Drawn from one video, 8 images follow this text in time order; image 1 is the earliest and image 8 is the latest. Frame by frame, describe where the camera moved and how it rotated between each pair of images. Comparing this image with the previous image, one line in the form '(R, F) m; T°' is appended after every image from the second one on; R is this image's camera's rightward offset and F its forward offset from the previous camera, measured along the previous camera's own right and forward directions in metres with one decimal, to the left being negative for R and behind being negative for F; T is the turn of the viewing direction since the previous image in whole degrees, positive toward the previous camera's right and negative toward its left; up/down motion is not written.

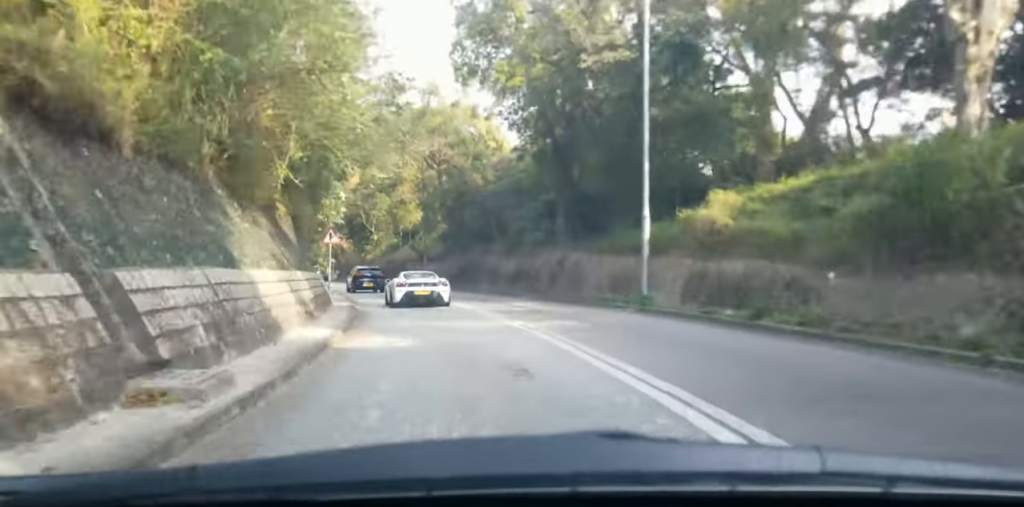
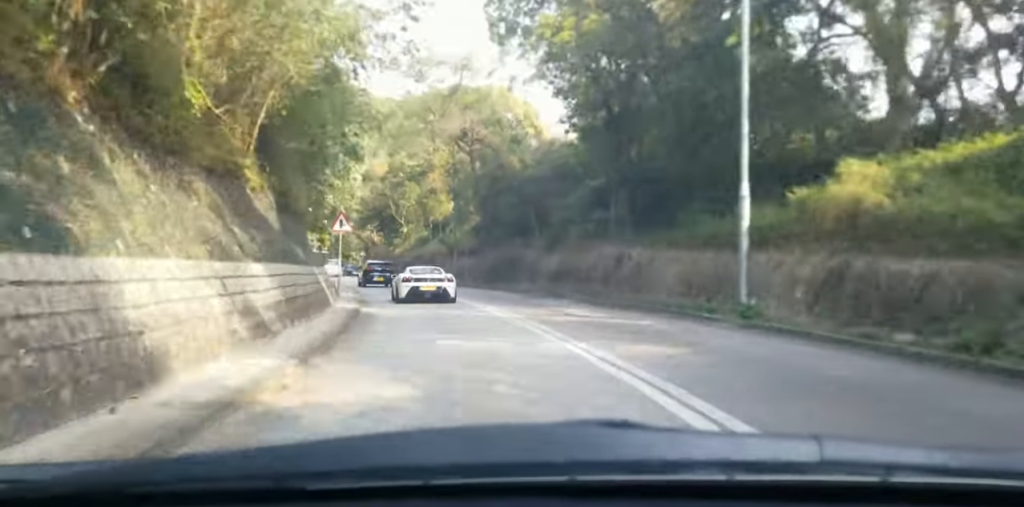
(0.0, +5.8) m; 0°
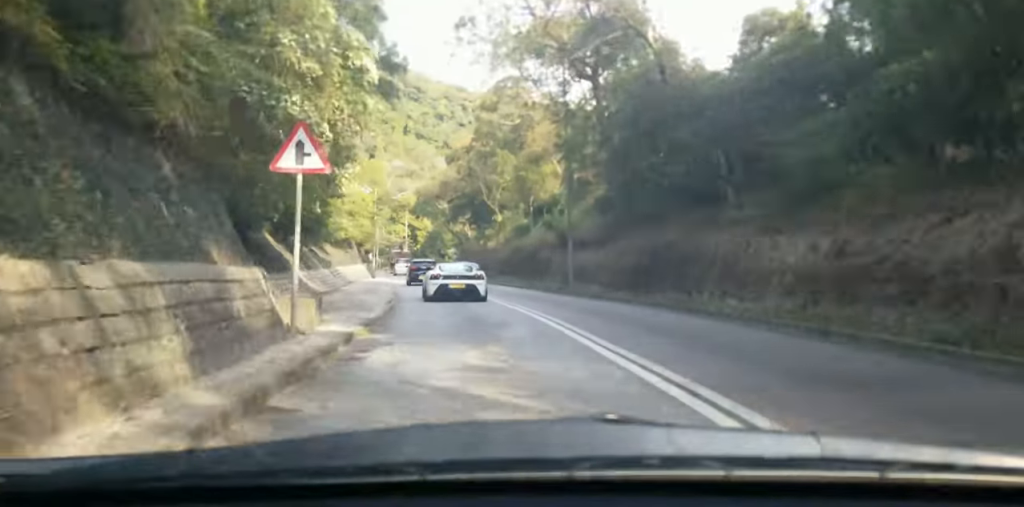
(-0.6, +18.6) m; -10°
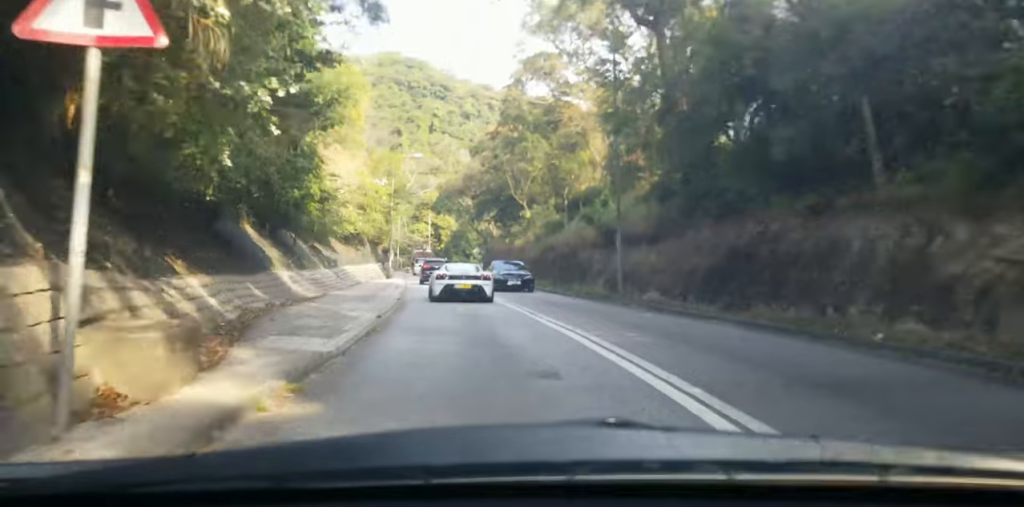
(-0.7, +7.4) m; -7°
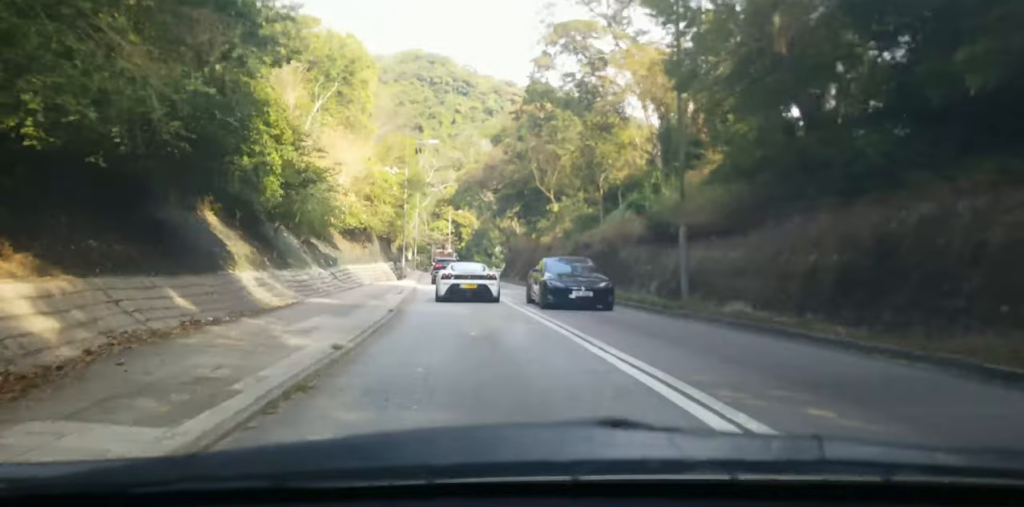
(-0.3, +6.6) m; -5°
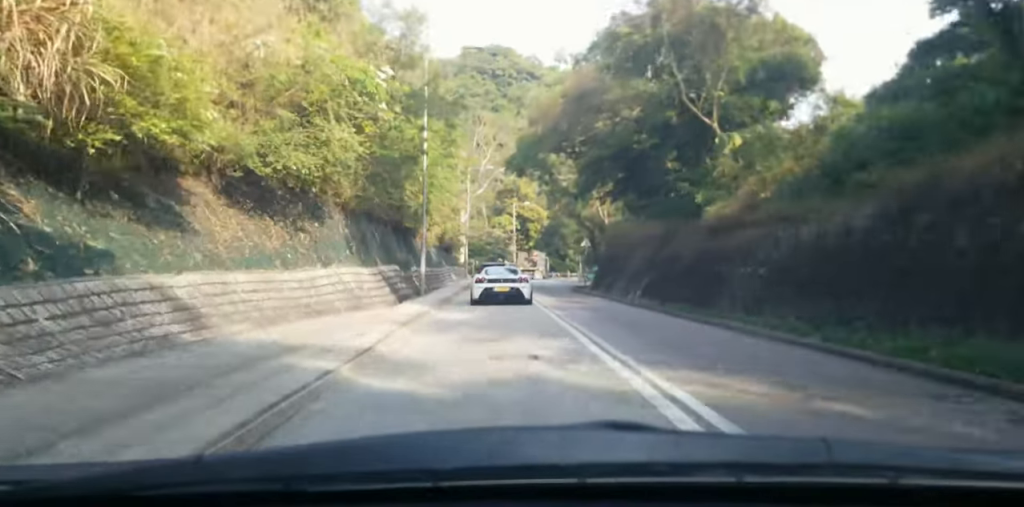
(-5.1, +35.8) m; -8°
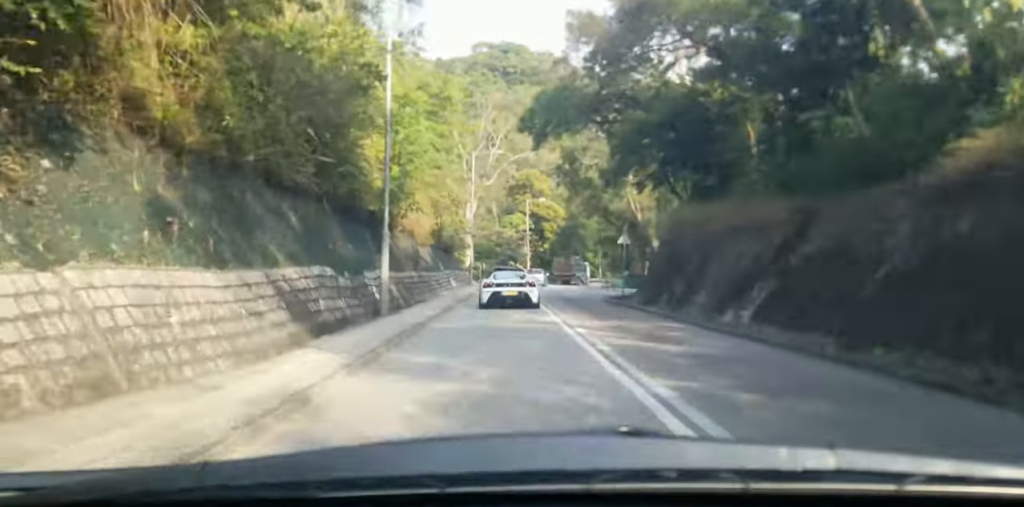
(+0.5, +16.4) m; +1°
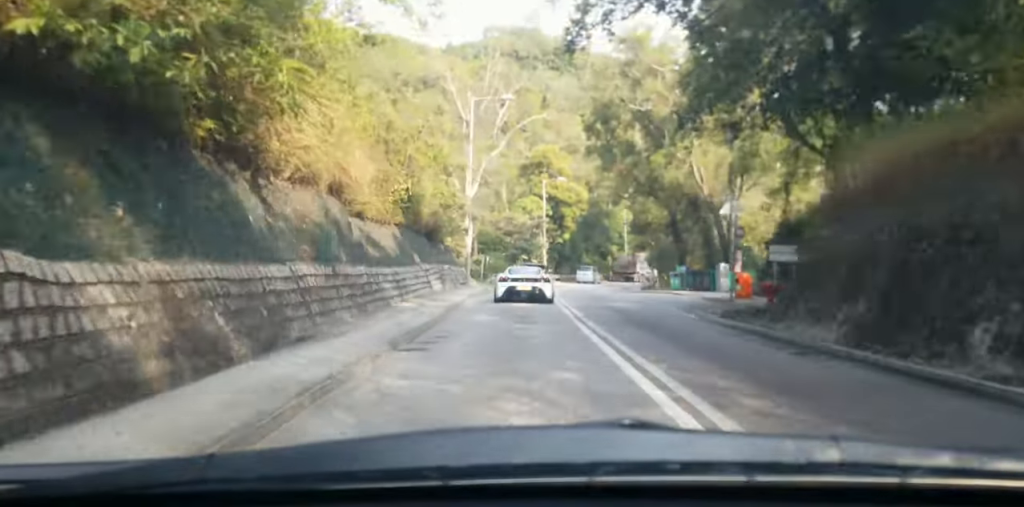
(-0.1, +12.1) m; 0°
